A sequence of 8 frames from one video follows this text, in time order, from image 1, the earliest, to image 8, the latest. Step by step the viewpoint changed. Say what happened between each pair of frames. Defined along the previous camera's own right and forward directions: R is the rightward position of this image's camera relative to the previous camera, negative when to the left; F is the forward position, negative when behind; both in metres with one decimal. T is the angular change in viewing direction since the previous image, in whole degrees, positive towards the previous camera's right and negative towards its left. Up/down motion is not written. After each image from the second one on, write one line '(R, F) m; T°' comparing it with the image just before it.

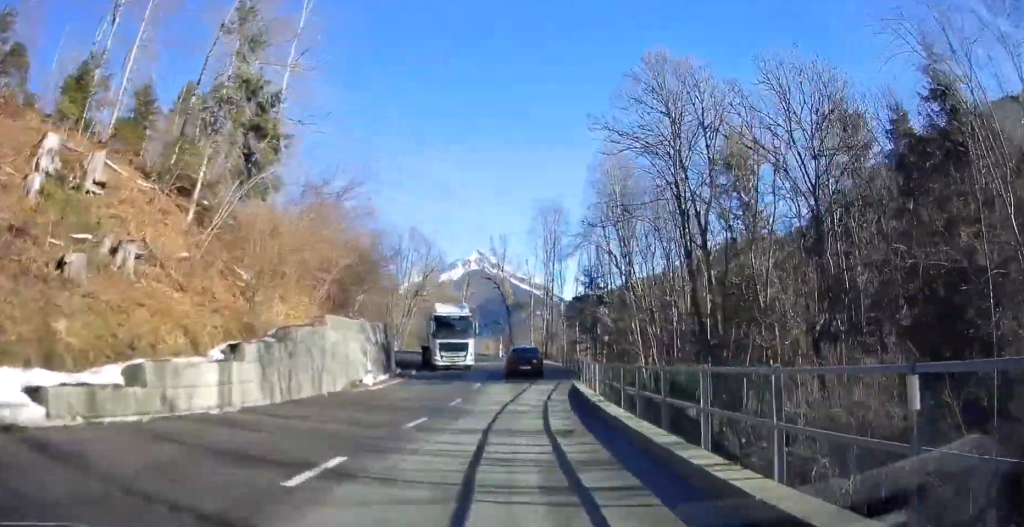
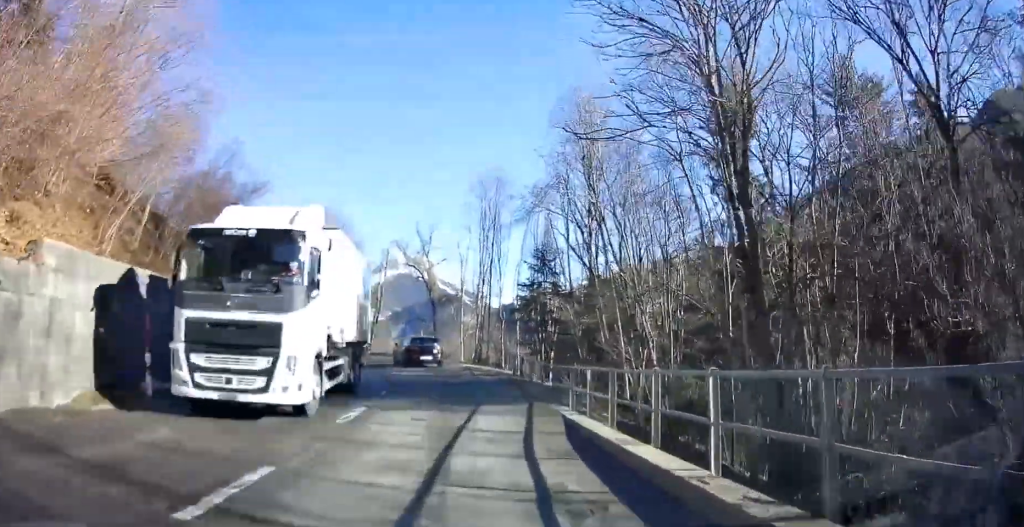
(+1.4, +12.9) m; +8°
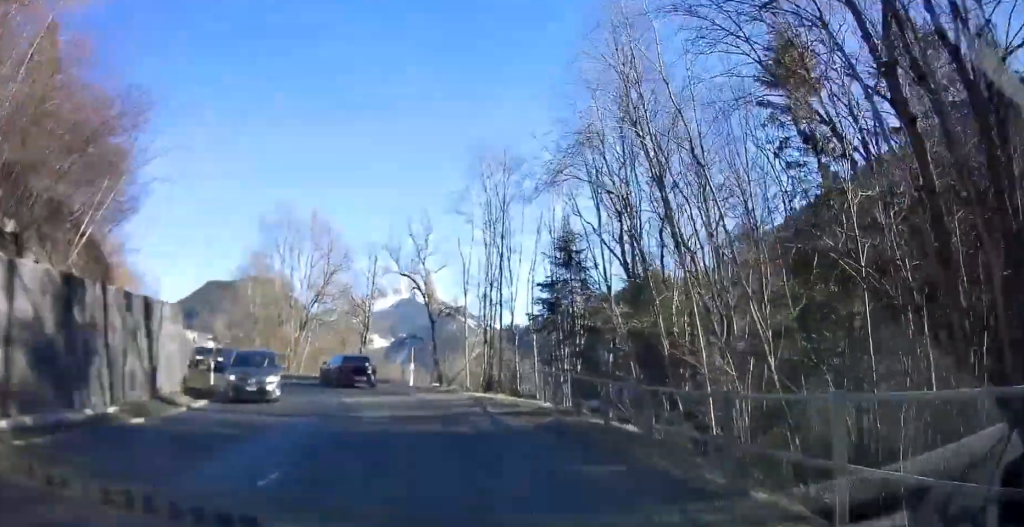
(+0.1, +9.6) m; 0°
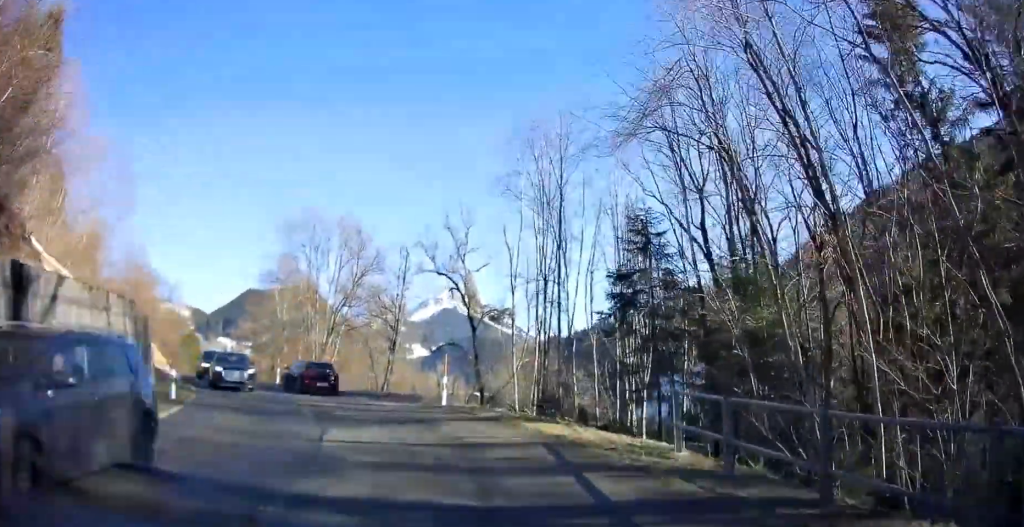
(0.0, +7.3) m; -2°
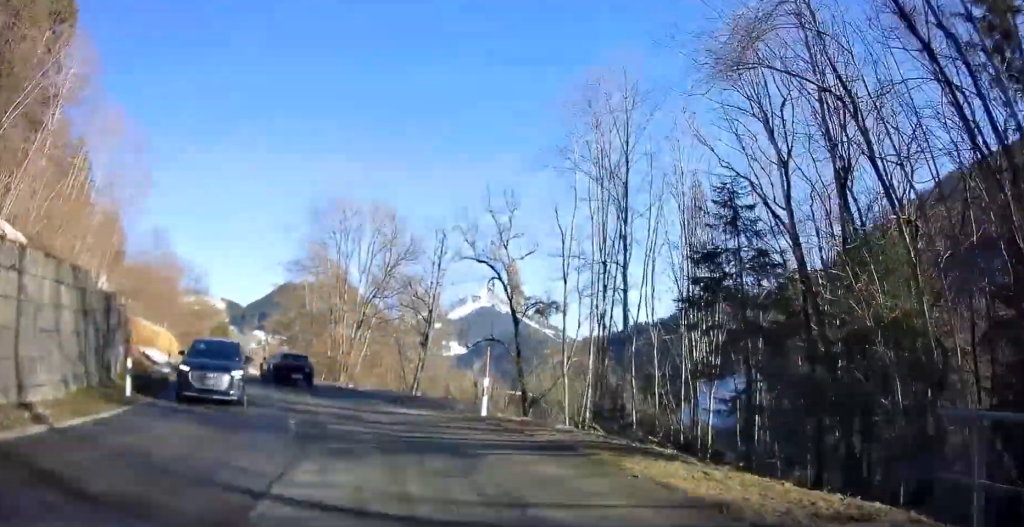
(+0.2, +5.1) m; -2°
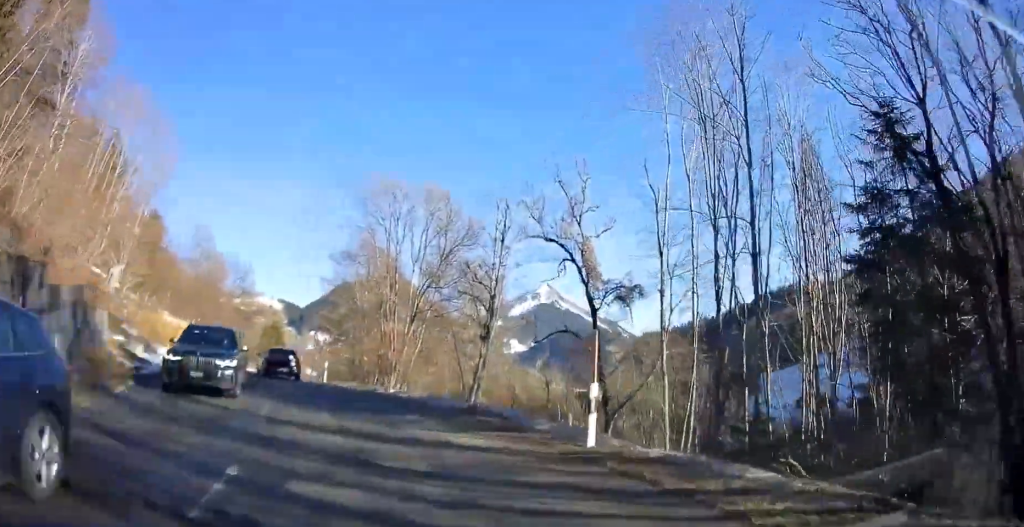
(-0.5, +6.8) m; -8°
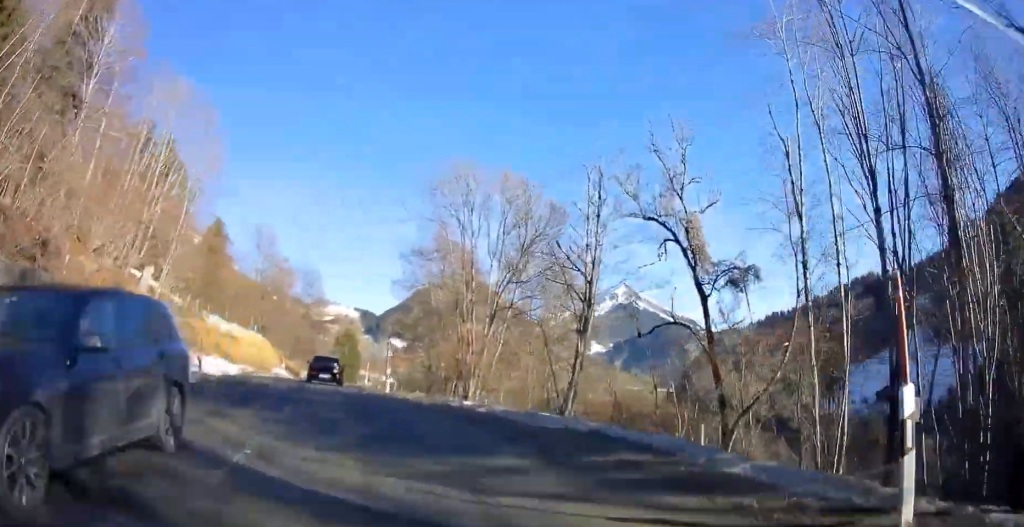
(-0.3, +5.4) m; -7°
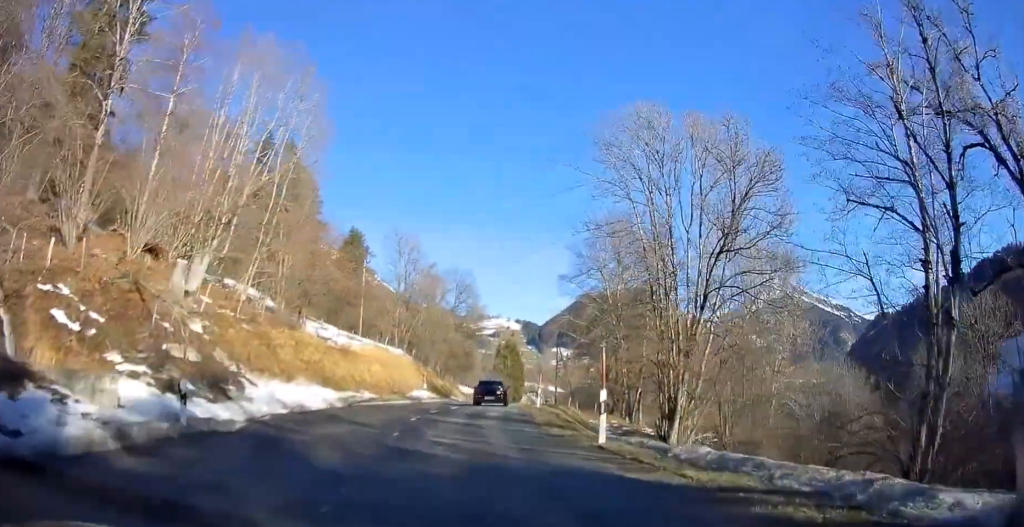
(-1.9, +13.3) m; -12°
